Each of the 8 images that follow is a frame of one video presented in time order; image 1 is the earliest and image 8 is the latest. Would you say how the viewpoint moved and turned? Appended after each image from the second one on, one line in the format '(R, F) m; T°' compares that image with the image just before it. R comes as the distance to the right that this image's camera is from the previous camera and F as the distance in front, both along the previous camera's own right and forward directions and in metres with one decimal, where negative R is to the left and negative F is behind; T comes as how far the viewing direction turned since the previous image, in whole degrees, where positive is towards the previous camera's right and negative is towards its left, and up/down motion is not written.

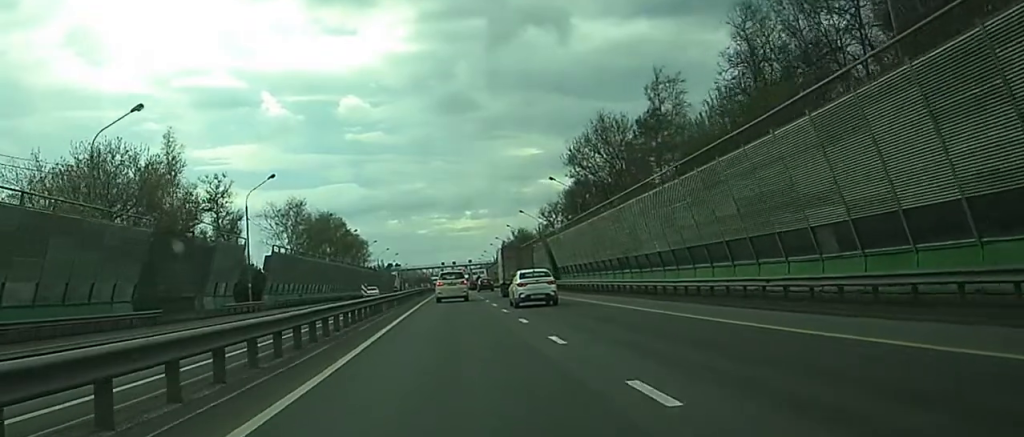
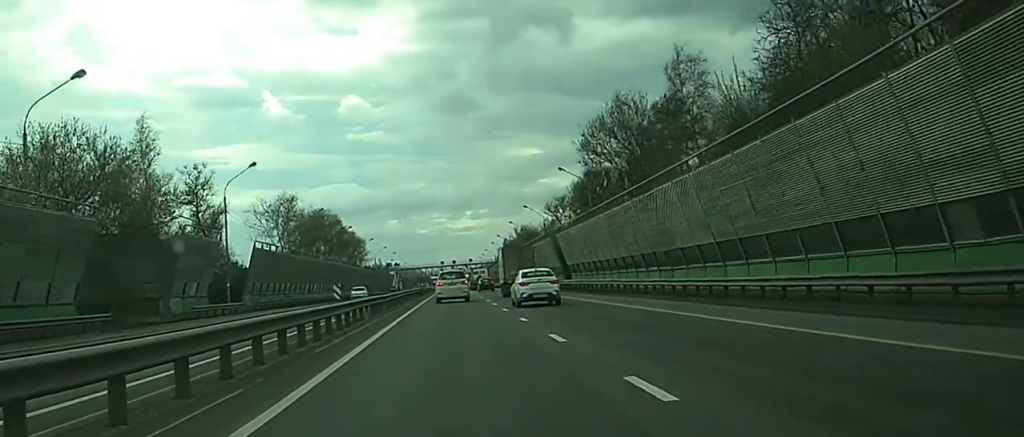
(0.0, +8.1) m; 0°
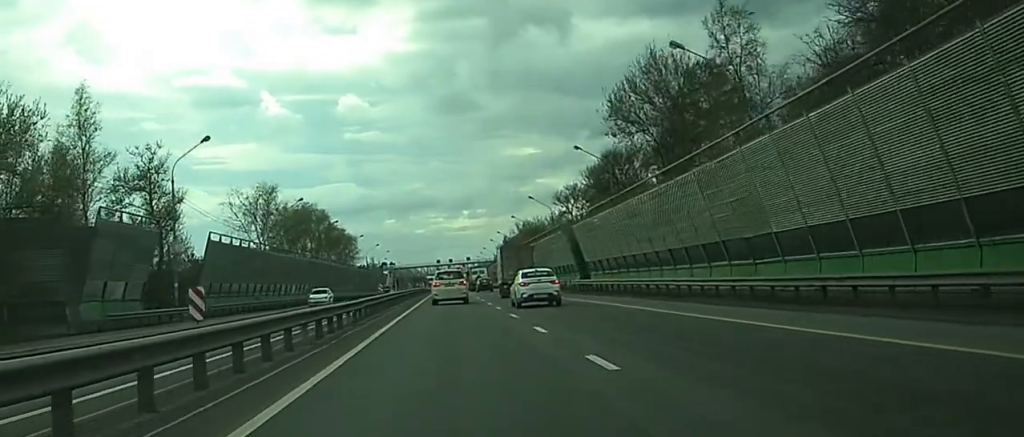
(0.0, +13.6) m; 0°
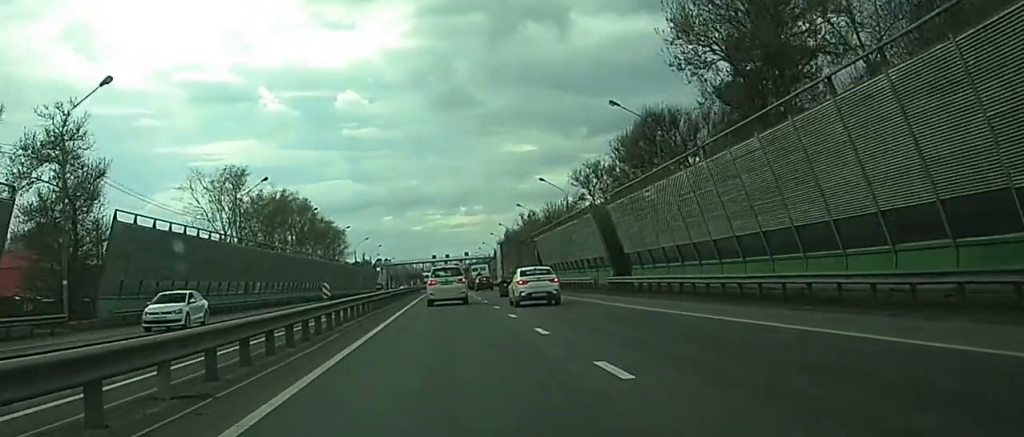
(+0.1, +18.0) m; 0°
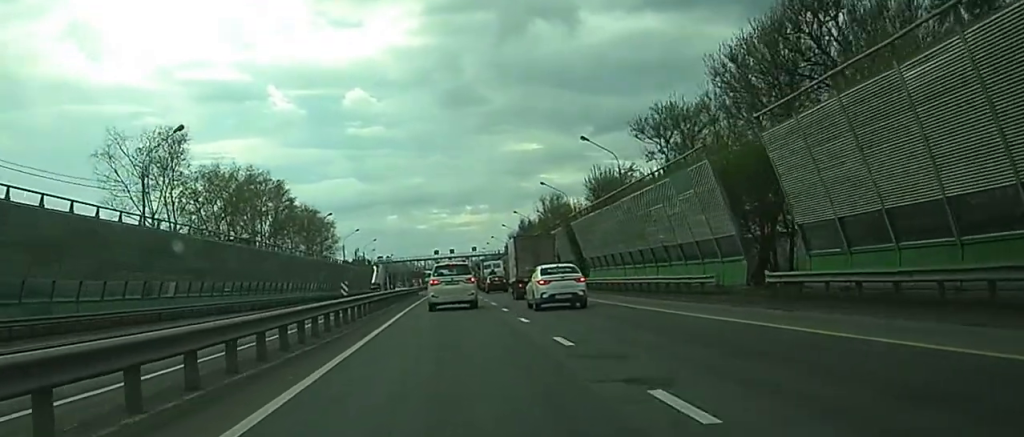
(+0.3, +29.1) m; 0°
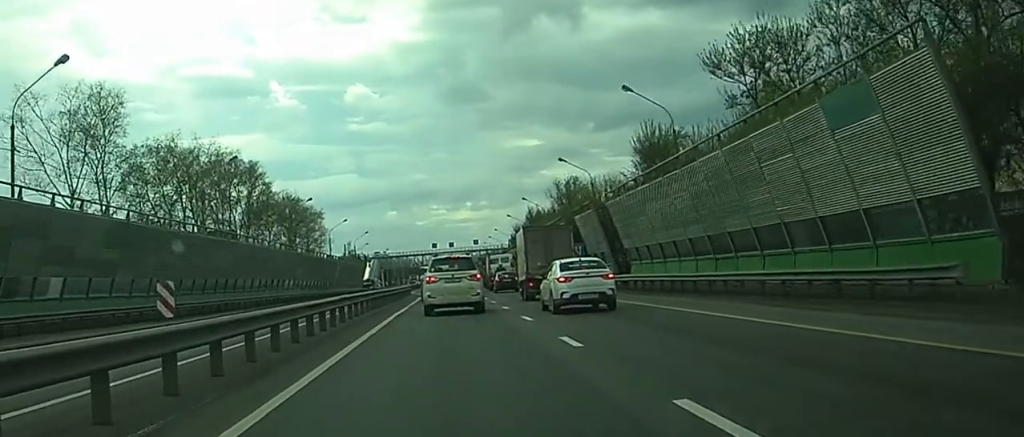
(-0.4, +18.5) m; -2°
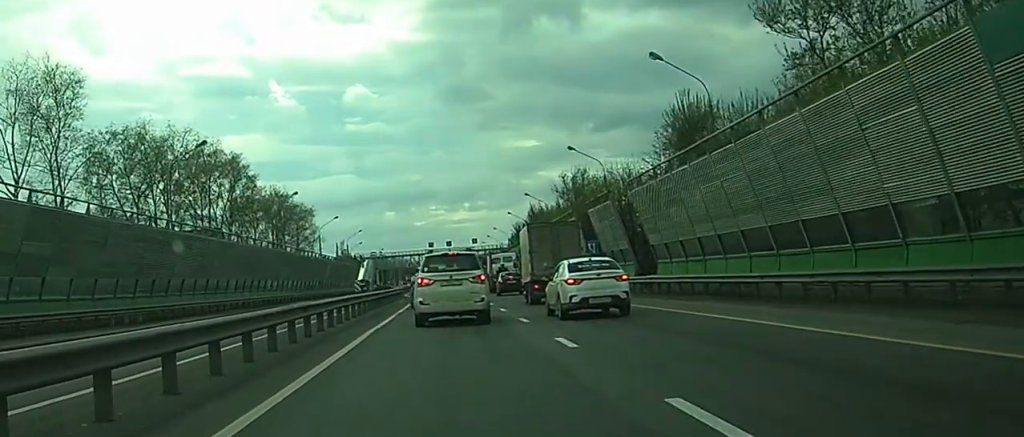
(0.0, +9.0) m; -2°
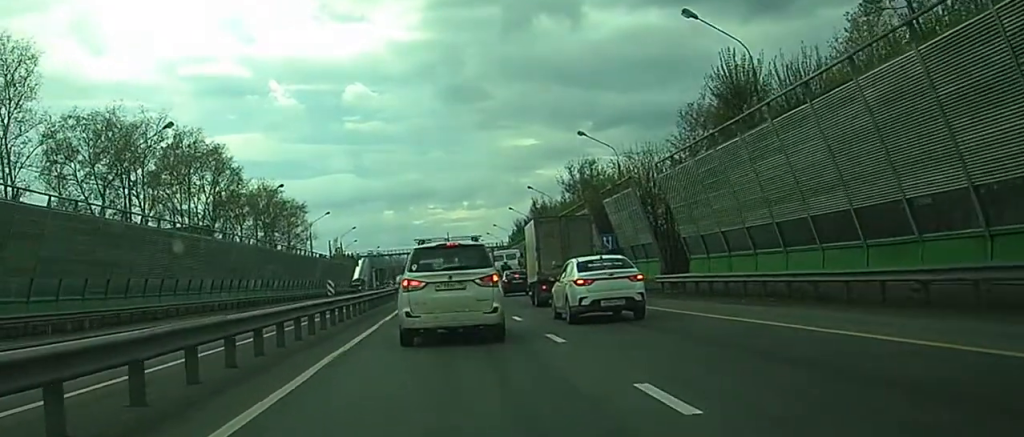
(-0.3, +8.4) m; -5°
